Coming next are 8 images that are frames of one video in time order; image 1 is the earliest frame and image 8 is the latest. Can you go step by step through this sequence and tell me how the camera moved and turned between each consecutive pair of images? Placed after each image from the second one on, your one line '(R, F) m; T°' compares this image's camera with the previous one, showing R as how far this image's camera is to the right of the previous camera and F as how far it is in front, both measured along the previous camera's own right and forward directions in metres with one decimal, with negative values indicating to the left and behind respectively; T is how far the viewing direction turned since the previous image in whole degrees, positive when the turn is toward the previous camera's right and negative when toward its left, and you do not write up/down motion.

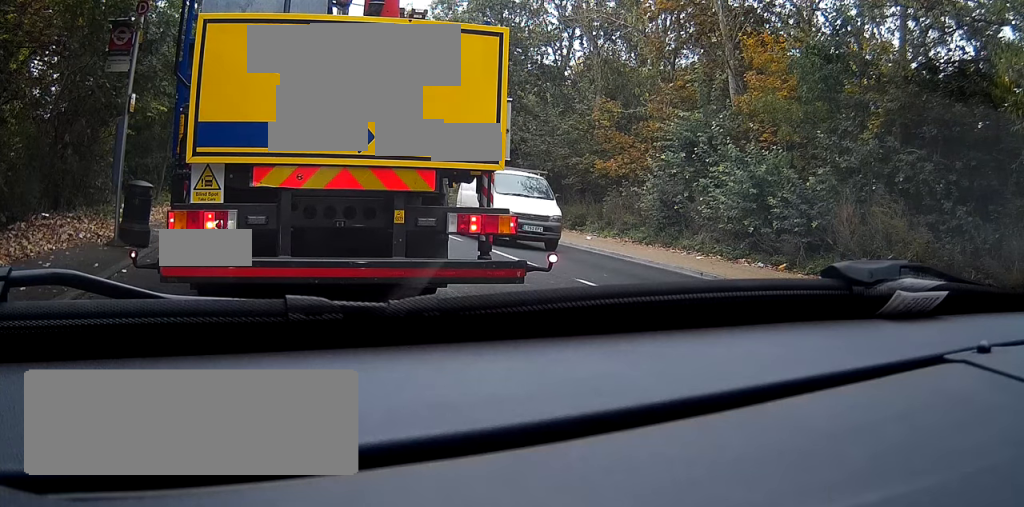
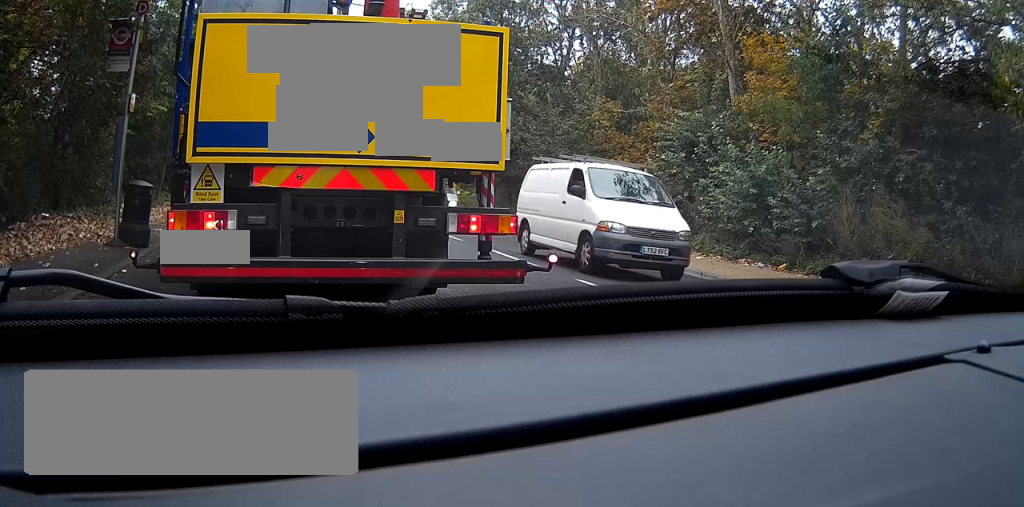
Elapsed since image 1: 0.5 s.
(0.0, 0.0) m; 0°
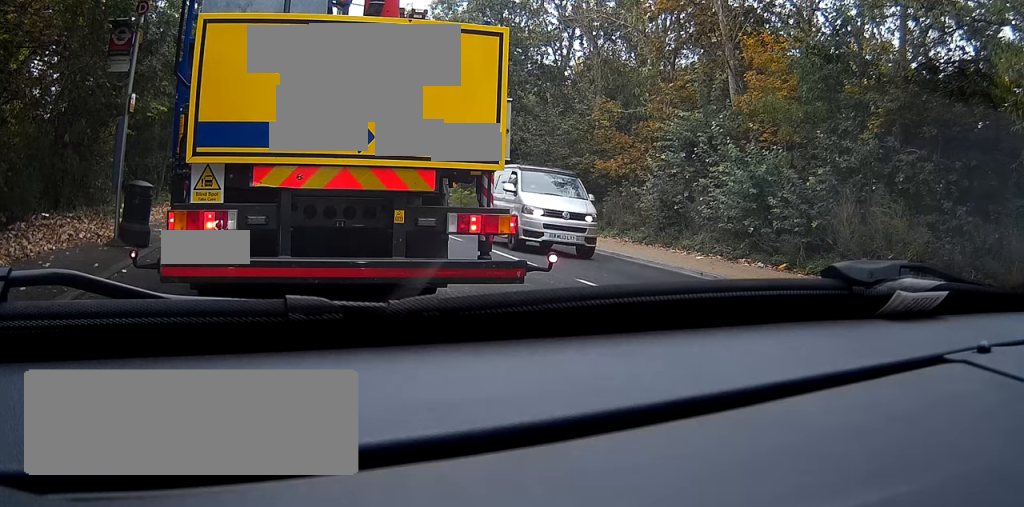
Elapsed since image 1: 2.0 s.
(0.0, 0.0) m; 0°
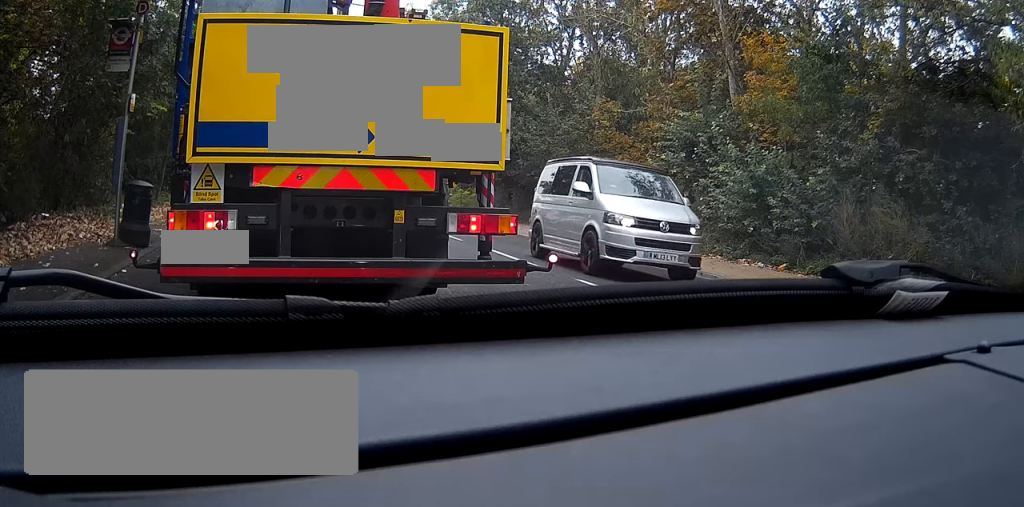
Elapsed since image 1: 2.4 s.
(0.0, 0.0) m; 0°
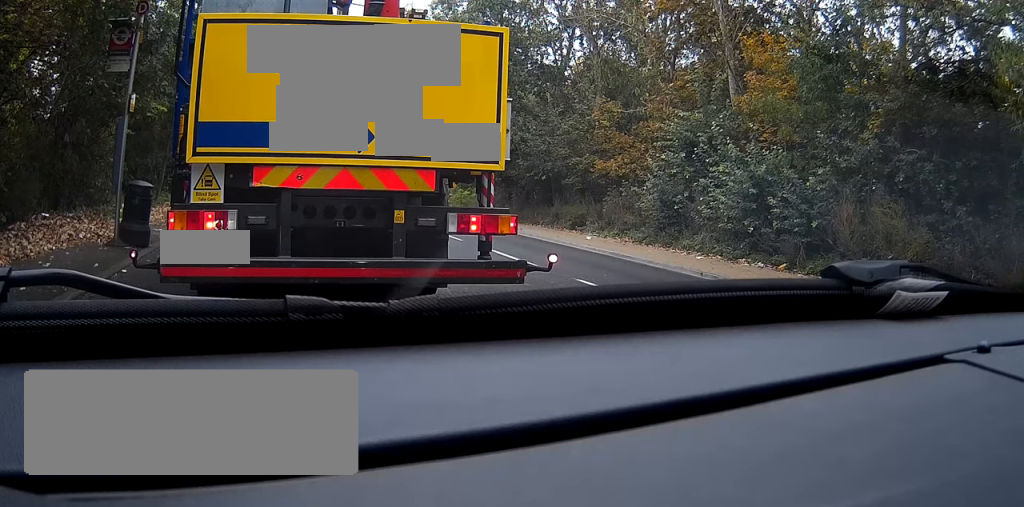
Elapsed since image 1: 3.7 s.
(0.0, 0.0) m; 0°
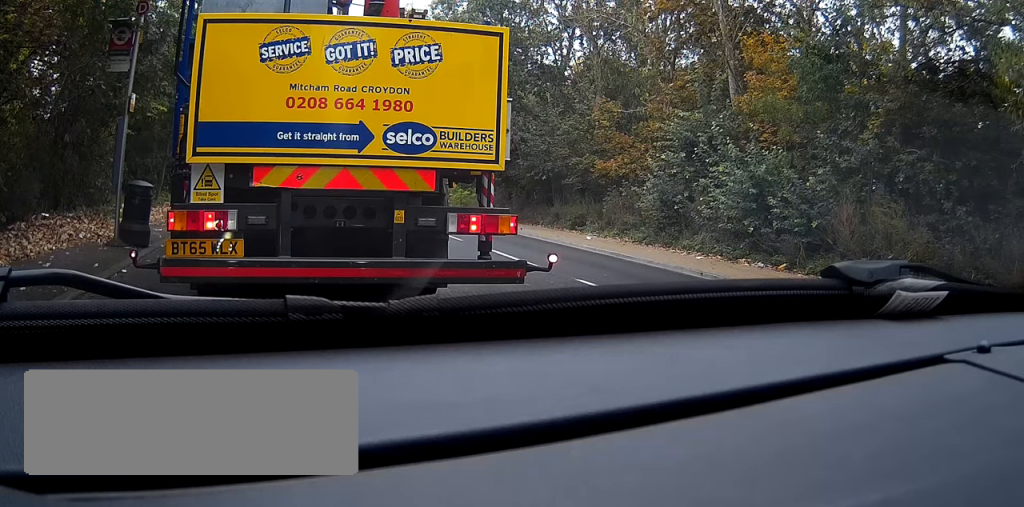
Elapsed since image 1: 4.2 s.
(0.0, 0.0) m; 0°
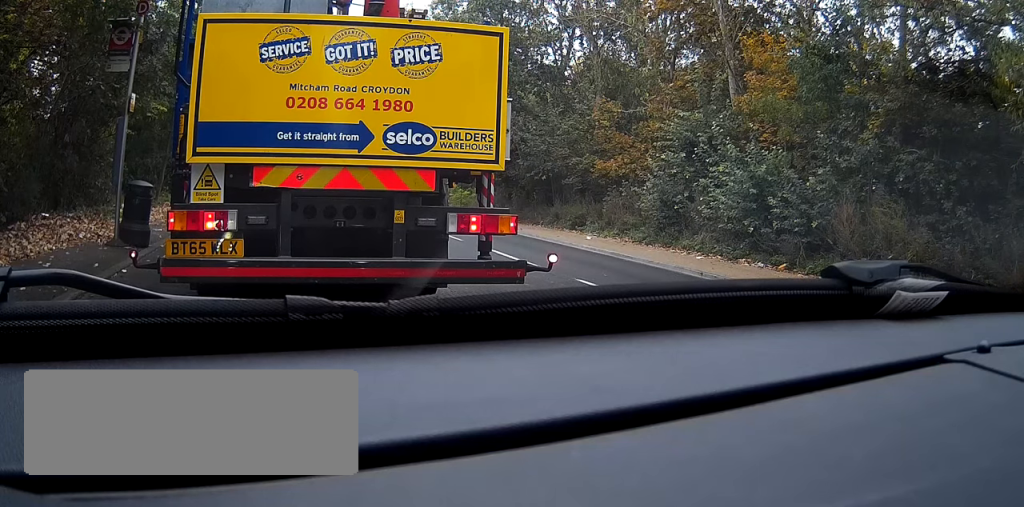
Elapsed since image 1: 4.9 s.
(0.0, 0.0) m; 0°
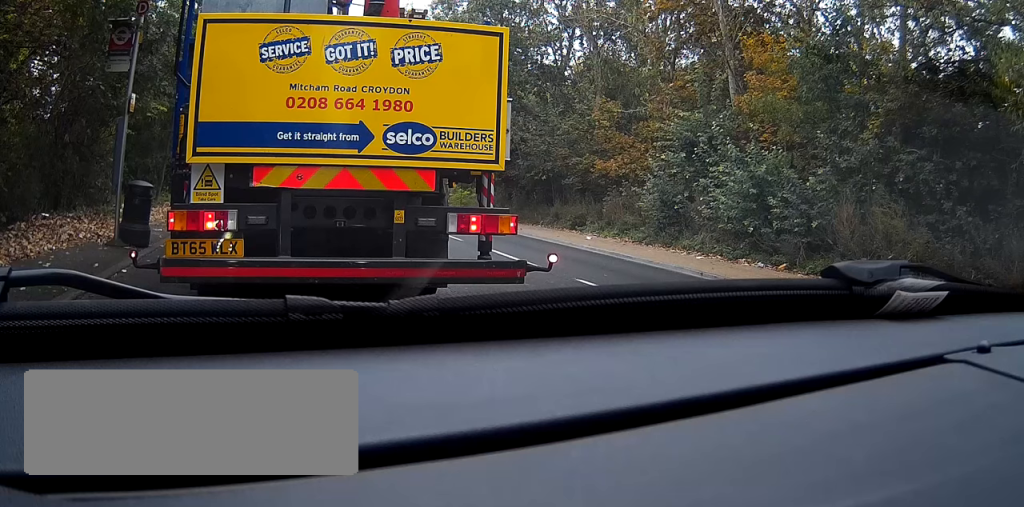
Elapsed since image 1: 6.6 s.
(0.0, 0.0) m; 0°
